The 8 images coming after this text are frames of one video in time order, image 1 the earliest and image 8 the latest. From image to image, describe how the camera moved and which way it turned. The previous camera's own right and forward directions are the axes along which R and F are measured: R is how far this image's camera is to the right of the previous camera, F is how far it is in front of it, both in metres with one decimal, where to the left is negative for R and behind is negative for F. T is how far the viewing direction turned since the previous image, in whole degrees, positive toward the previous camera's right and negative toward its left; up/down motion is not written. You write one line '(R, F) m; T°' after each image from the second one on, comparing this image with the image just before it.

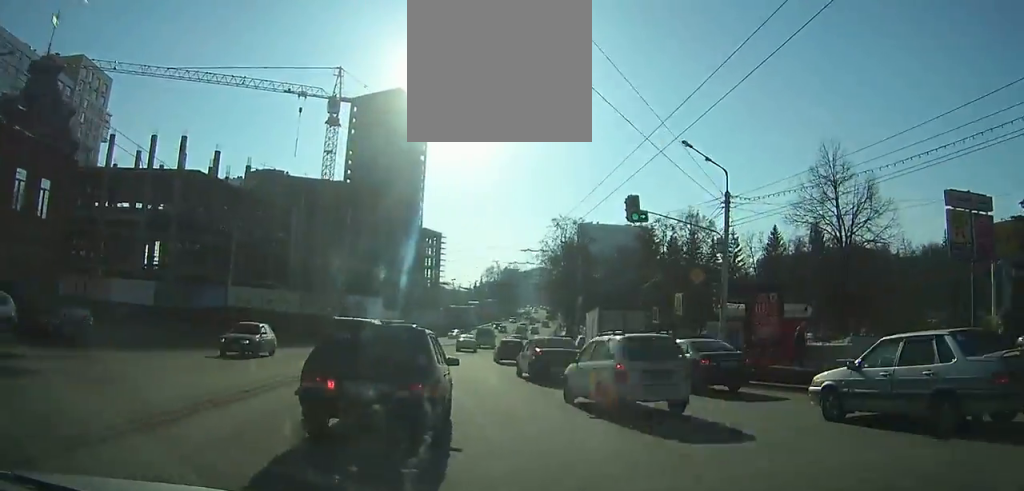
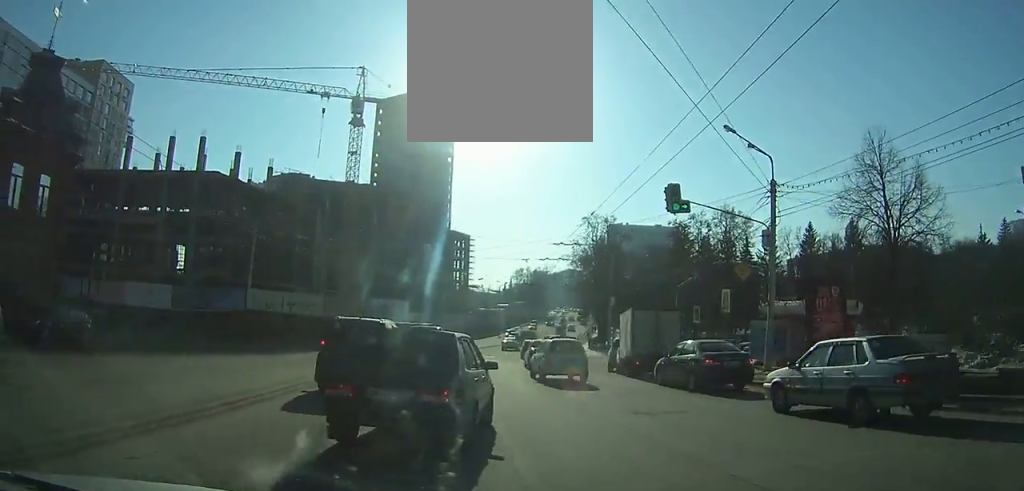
(-0.3, +5.6) m; +3°
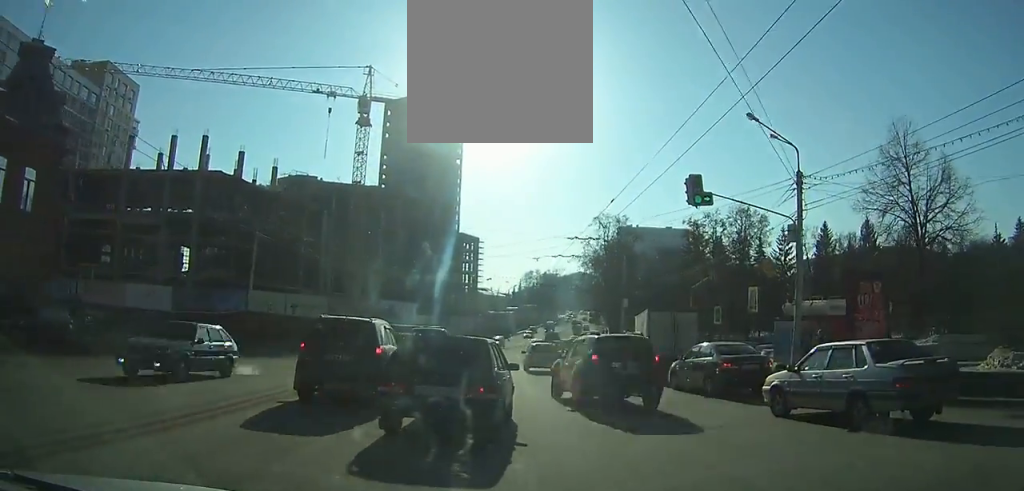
(+0.4, +5.4) m; +2°
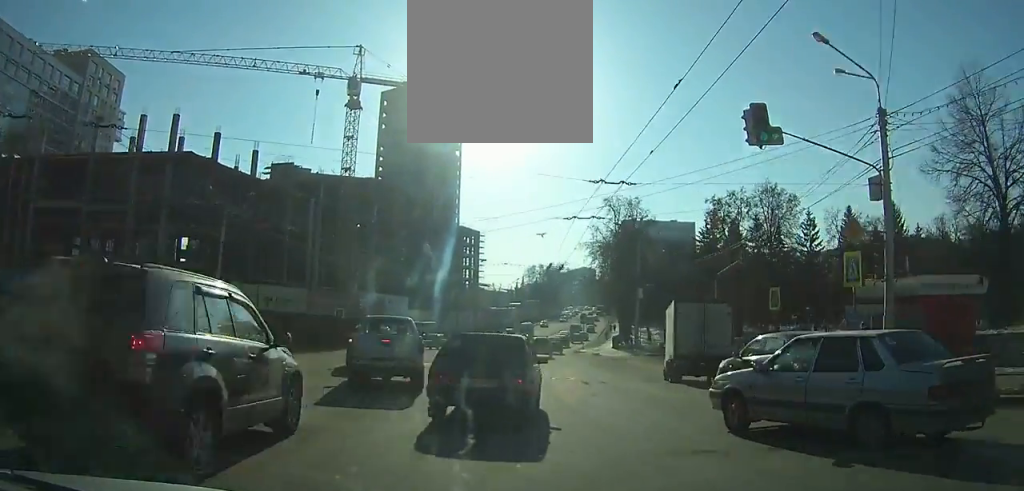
(+0.6, +9.8) m; +3°
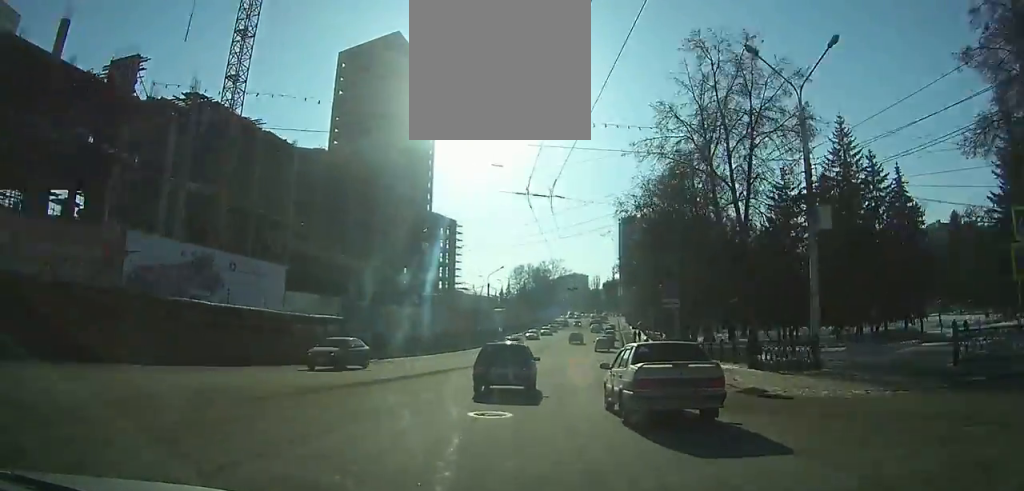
(+0.3, +37.7) m; +3°
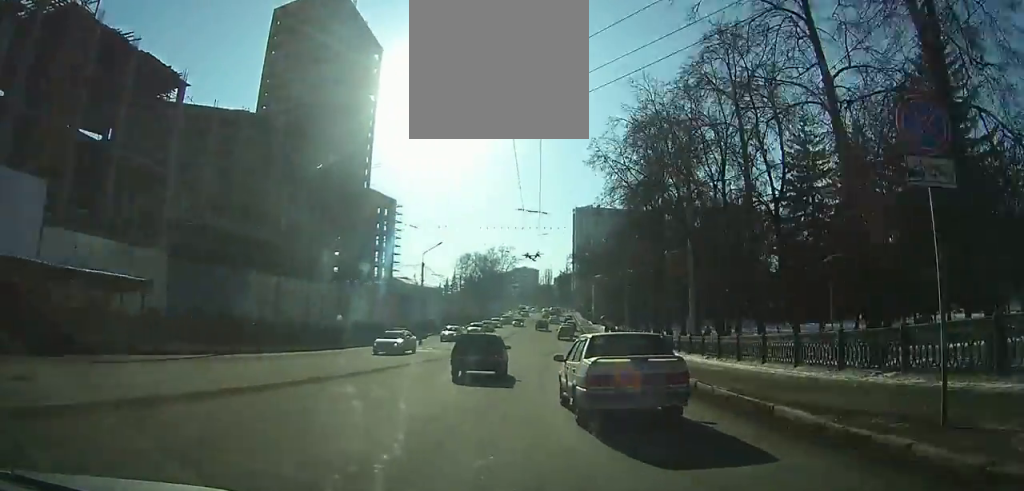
(+0.4, +15.8) m; +2°
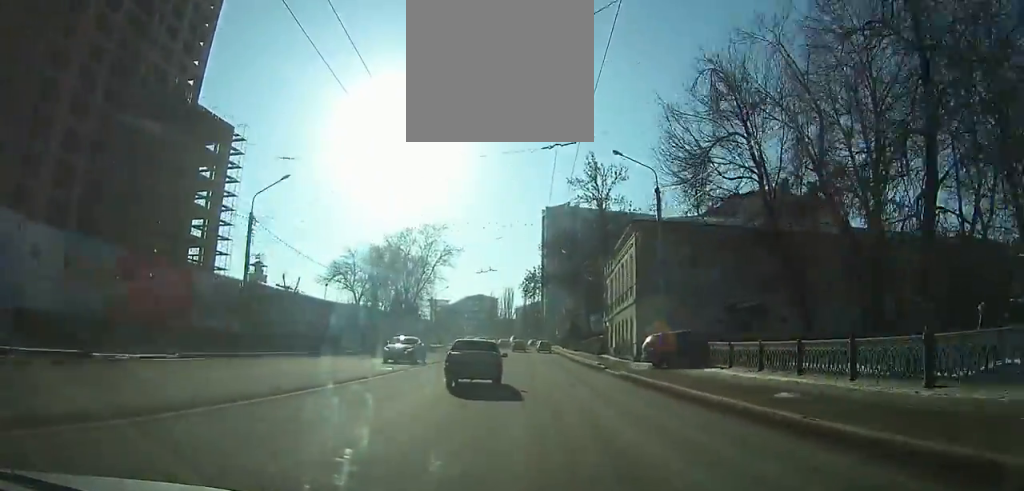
(+3.7, +74.3) m; +3°
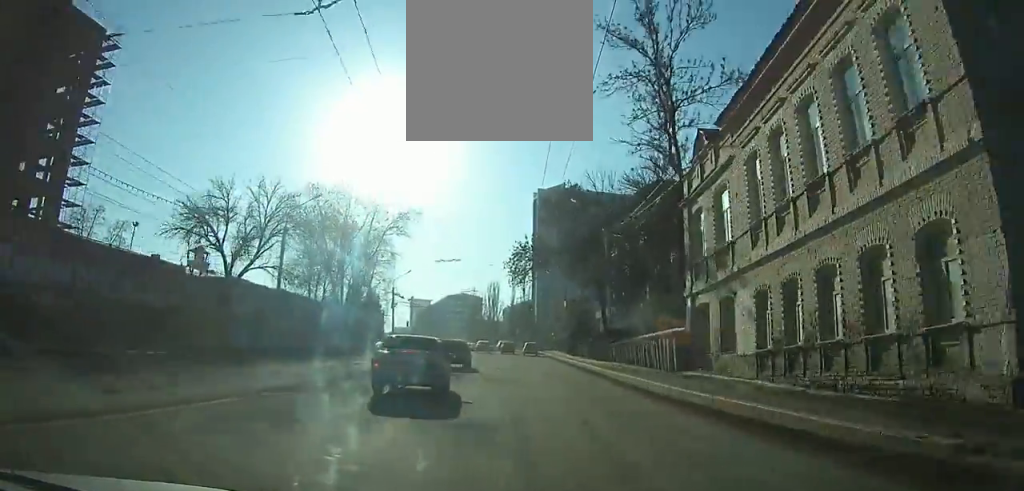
(-0.1, +26.5) m; 0°
